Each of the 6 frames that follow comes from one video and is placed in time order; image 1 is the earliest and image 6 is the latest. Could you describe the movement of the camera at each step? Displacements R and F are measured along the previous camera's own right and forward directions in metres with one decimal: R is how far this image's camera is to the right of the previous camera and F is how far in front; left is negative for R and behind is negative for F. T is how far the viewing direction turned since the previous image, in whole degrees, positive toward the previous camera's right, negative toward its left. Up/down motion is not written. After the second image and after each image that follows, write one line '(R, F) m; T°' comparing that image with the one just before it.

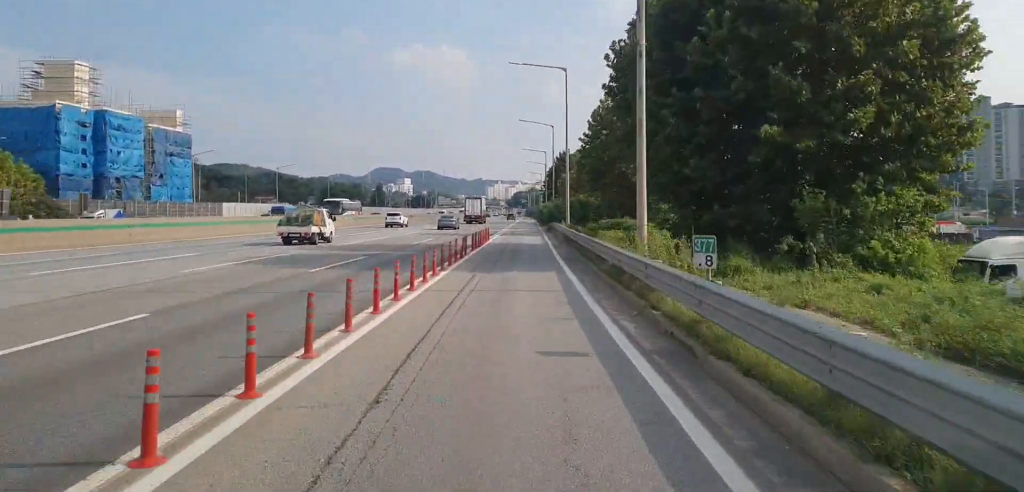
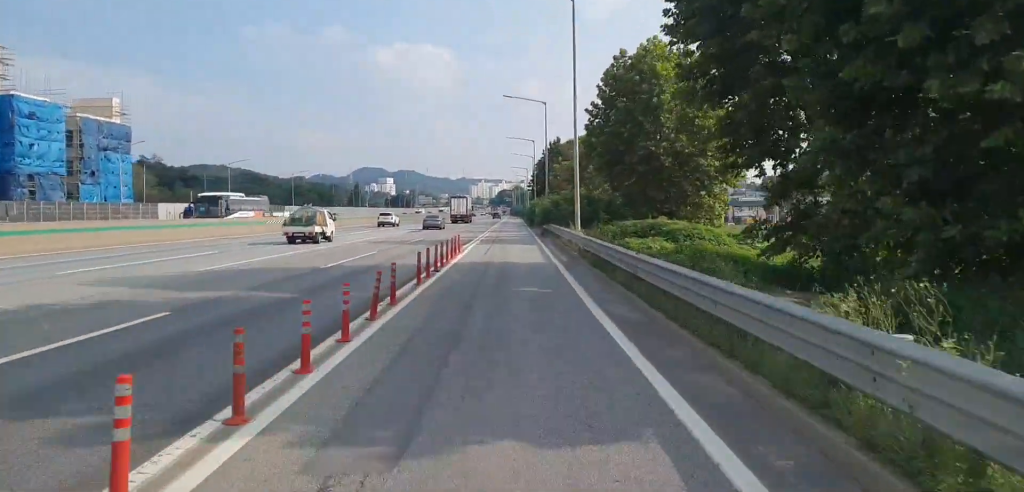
(+0.3, +16.7) m; +2°
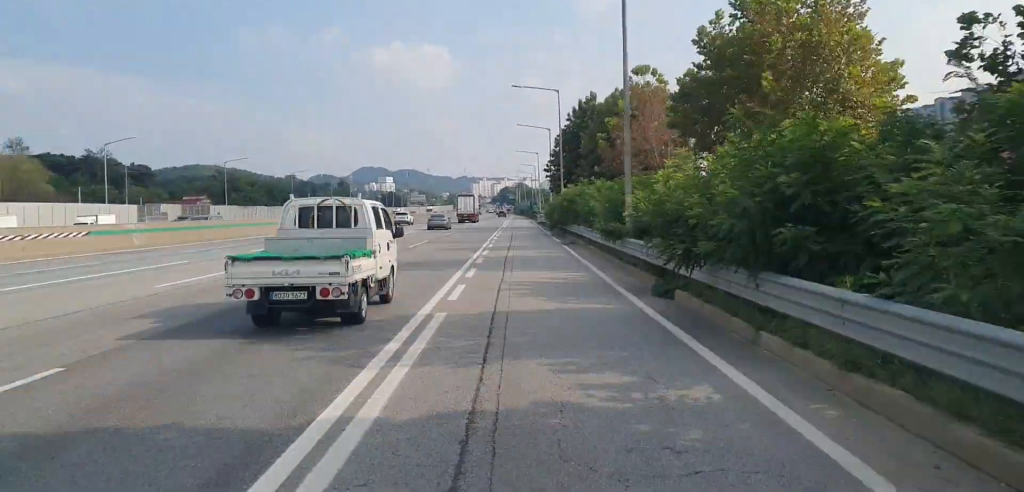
(+0.8, +42.0) m; +1°
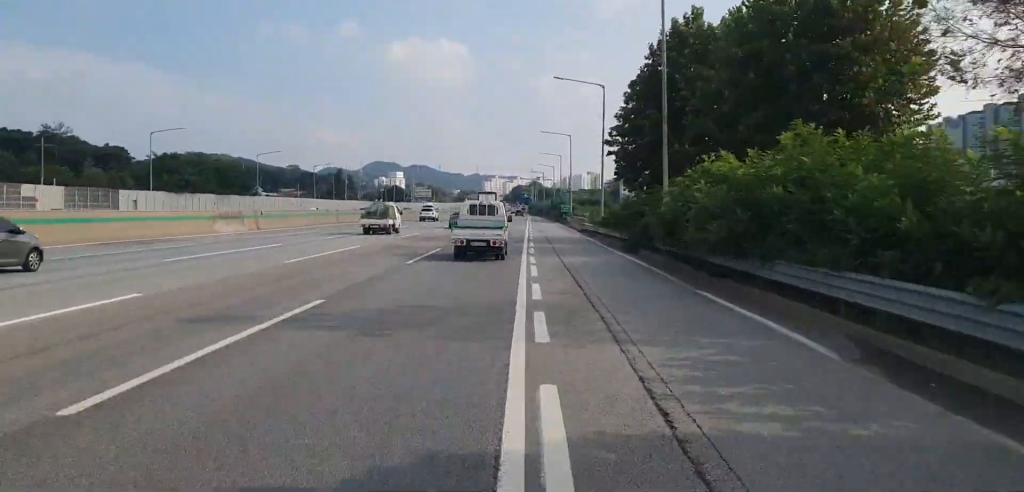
(-0.3, +31.7) m; -1°
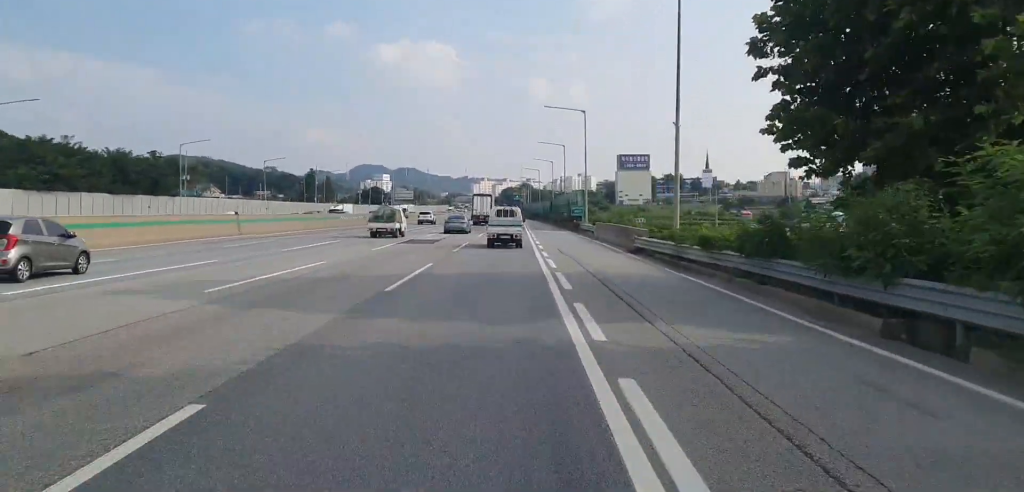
(0.0, +26.3) m; 0°
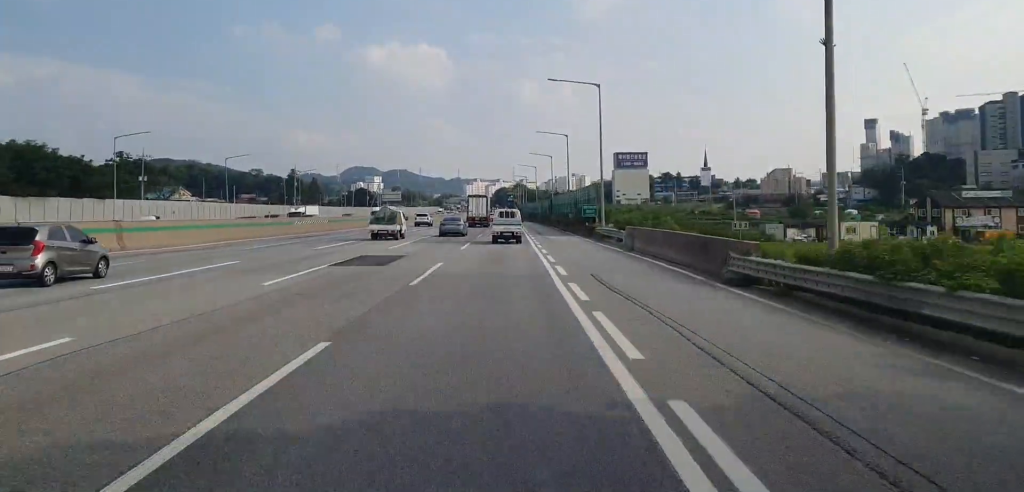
(-0.1, +15.3) m; +1°
